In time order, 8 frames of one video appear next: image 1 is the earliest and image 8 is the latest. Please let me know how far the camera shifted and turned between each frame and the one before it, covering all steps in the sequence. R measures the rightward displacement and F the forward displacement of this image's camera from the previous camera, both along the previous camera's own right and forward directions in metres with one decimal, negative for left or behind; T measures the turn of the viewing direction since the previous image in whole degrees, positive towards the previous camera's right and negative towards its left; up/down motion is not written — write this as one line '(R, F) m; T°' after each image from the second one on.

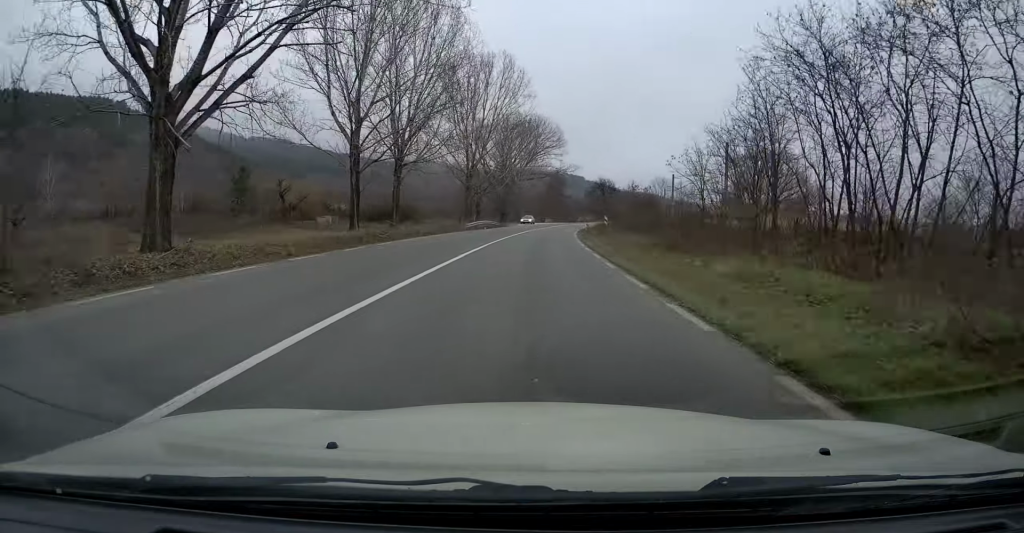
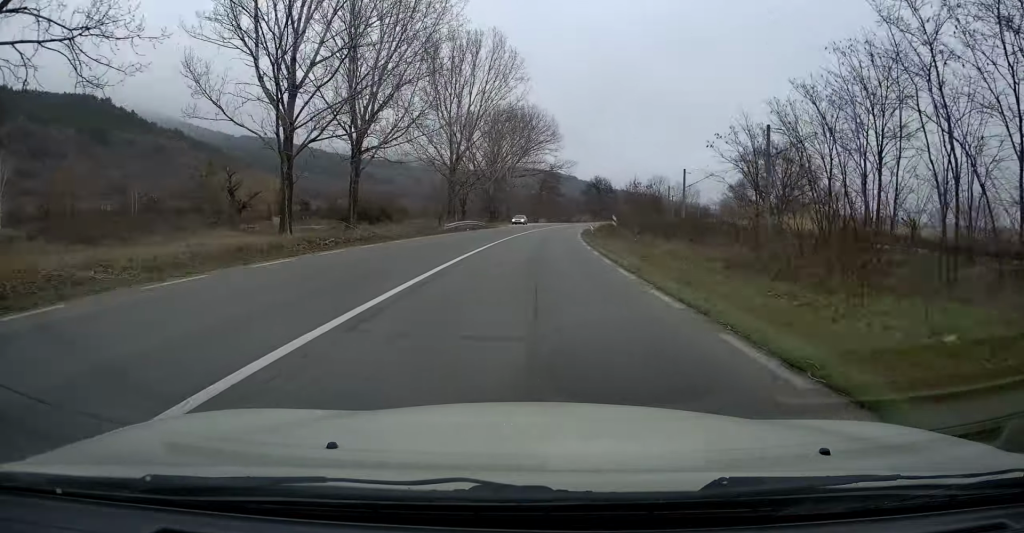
(-0.1, +10.4) m; 0°
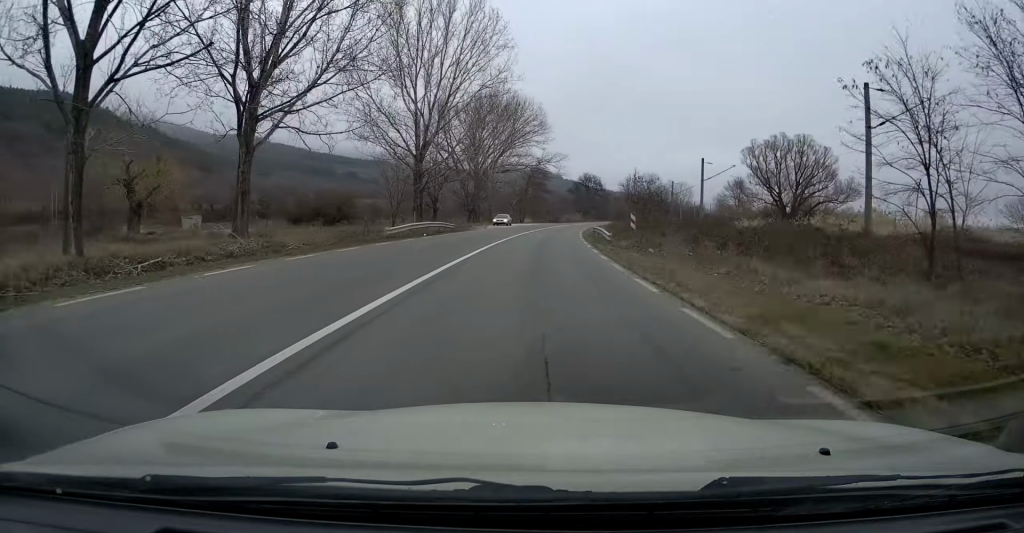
(+0.1, +14.3) m; +2°
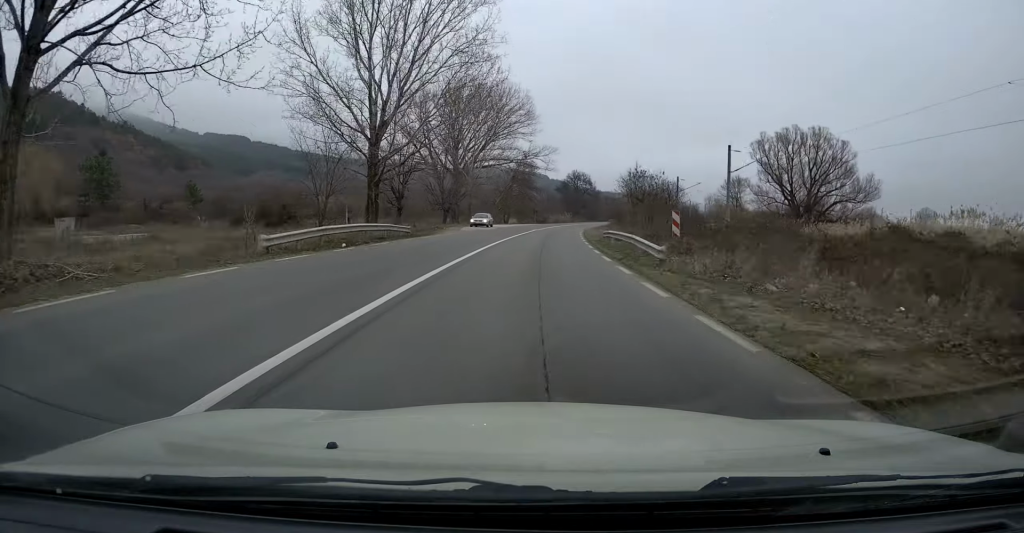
(+0.1, +12.8) m; +1°
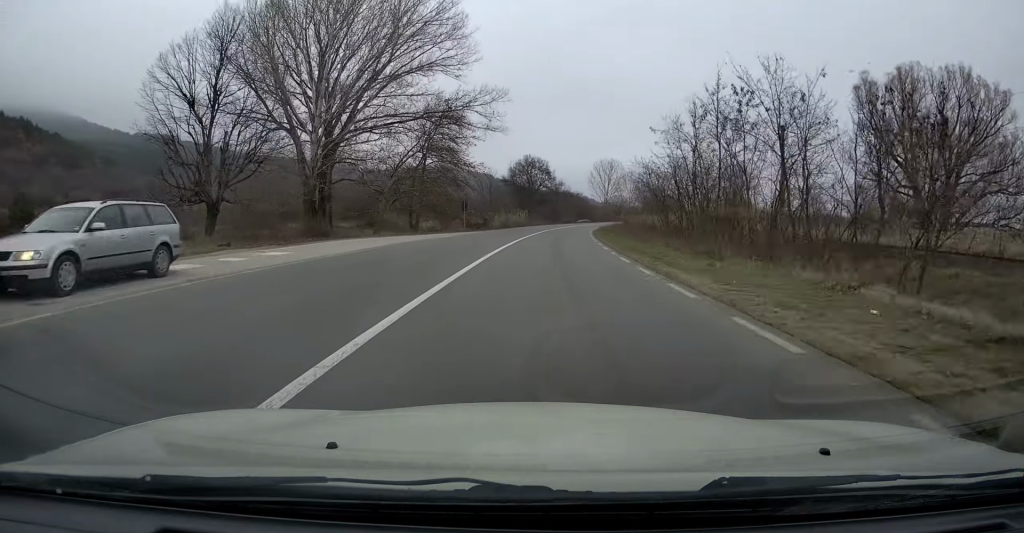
(+2.2, +52.6) m; +5°
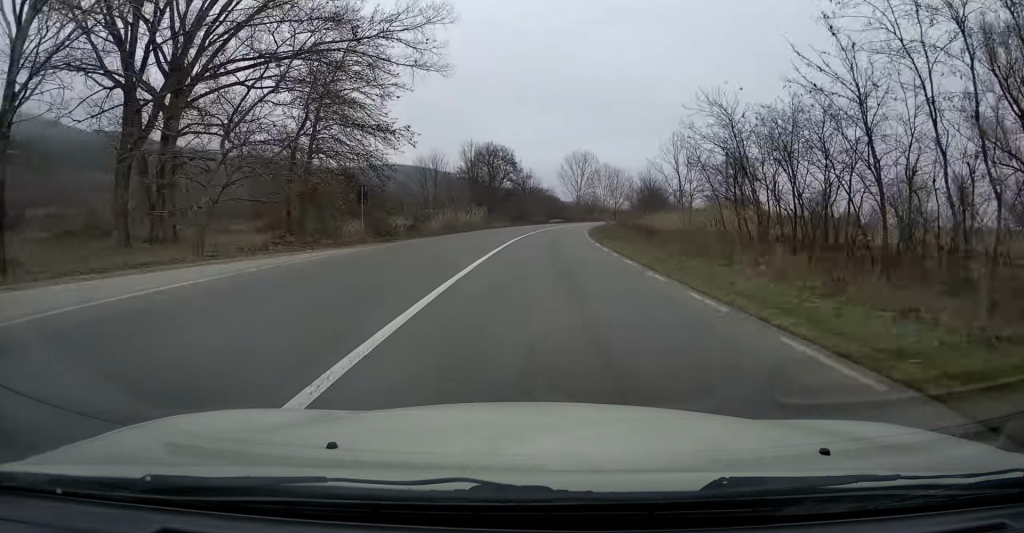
(+0.7, +25.7) m; +3°
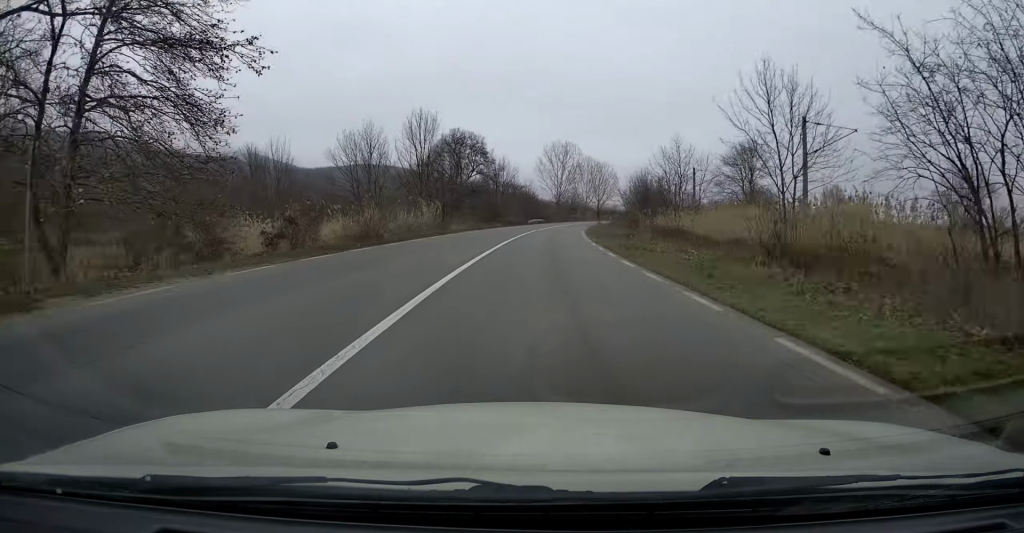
(+0.4, +20.5) m; +2°
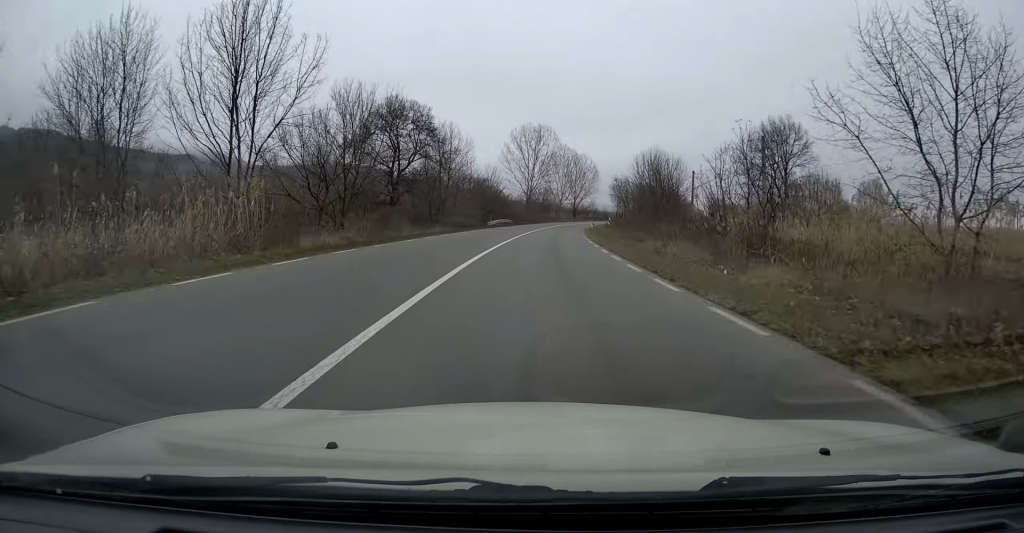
(+0.9, +30.1) m; +3°
